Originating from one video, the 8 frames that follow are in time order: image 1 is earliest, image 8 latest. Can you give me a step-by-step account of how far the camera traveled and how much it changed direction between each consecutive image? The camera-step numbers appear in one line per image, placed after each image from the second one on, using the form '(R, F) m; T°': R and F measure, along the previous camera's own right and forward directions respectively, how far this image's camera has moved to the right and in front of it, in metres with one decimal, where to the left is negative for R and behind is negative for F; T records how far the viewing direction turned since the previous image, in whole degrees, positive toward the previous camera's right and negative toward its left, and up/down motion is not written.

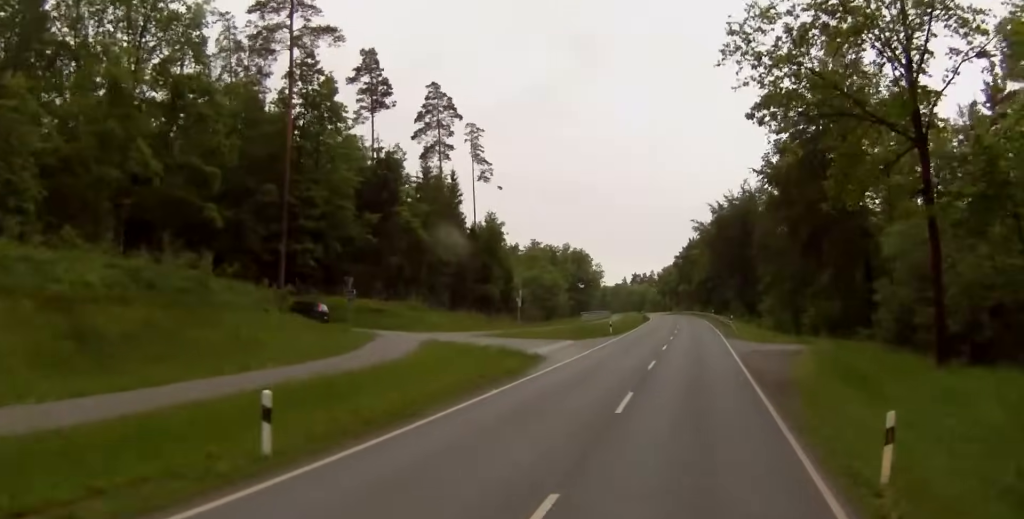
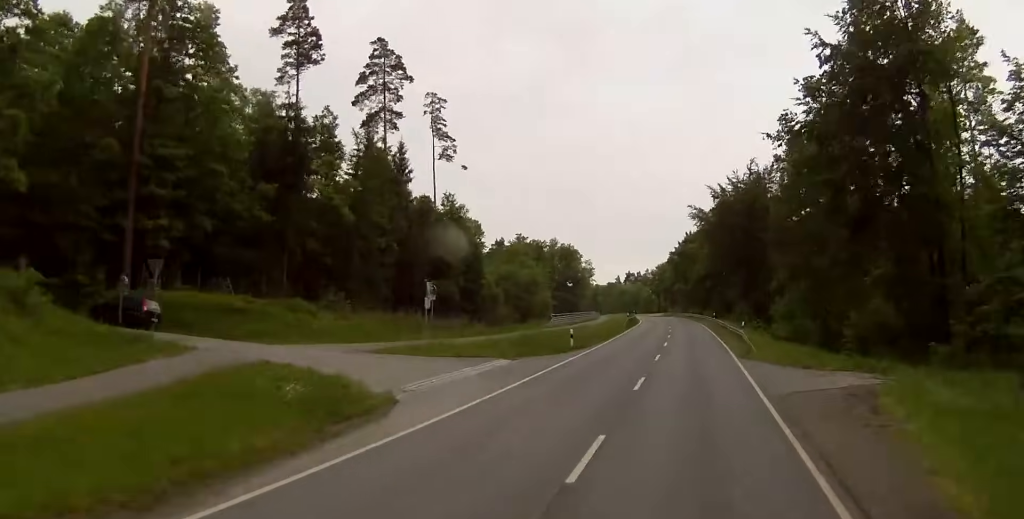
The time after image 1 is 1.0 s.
(-0.2, +22.4) m; 0°
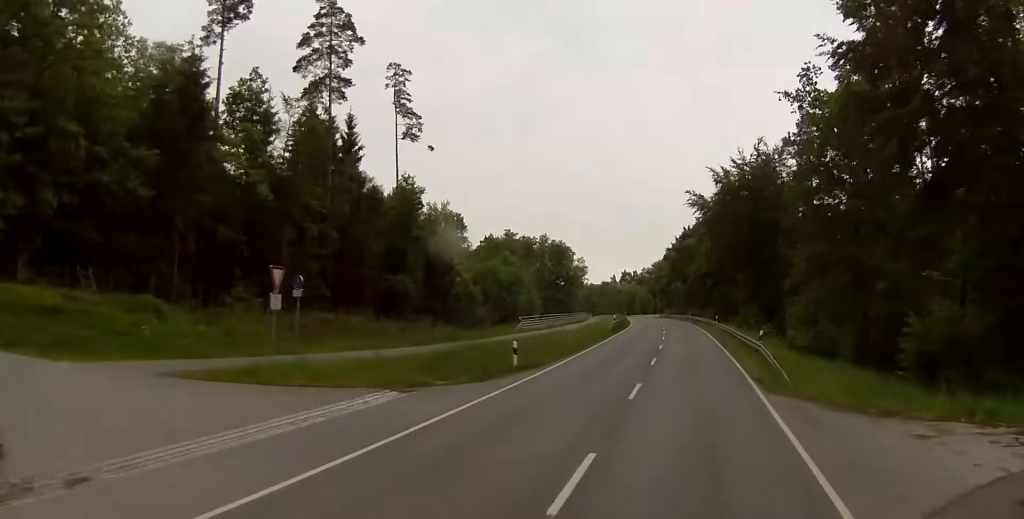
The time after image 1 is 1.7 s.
(+0.2, +17.7) m; +1°
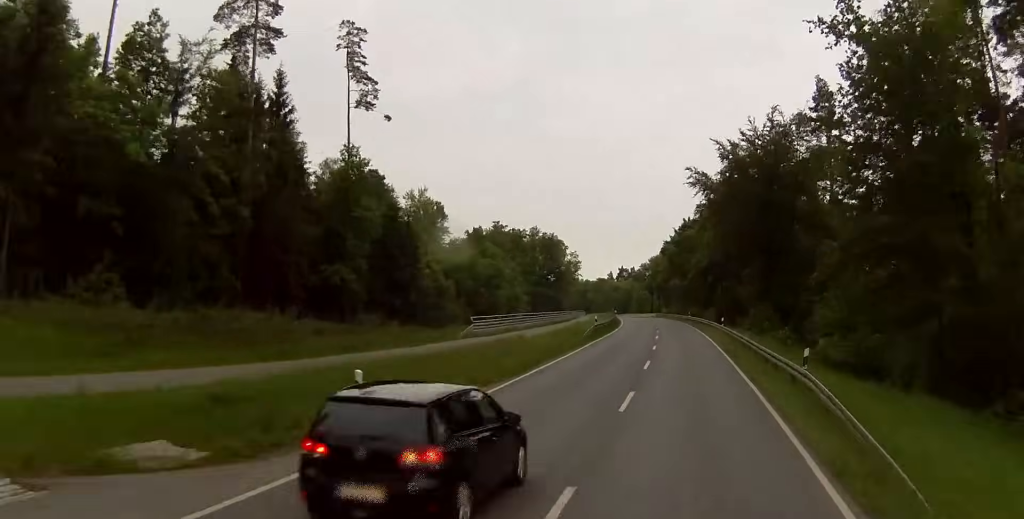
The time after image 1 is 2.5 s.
(0.0, +19.3) m; 0°
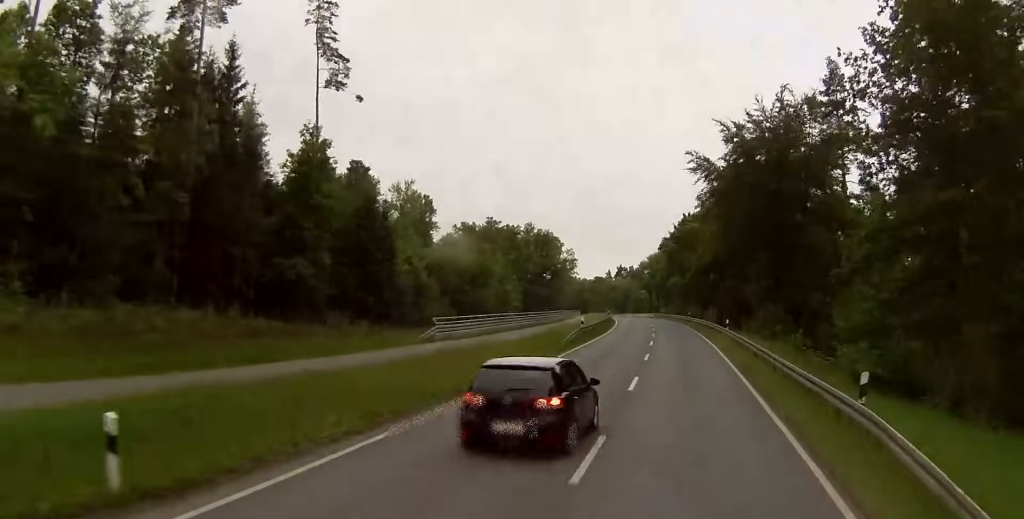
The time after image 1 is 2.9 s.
(0.0, +9.9) m; 0°
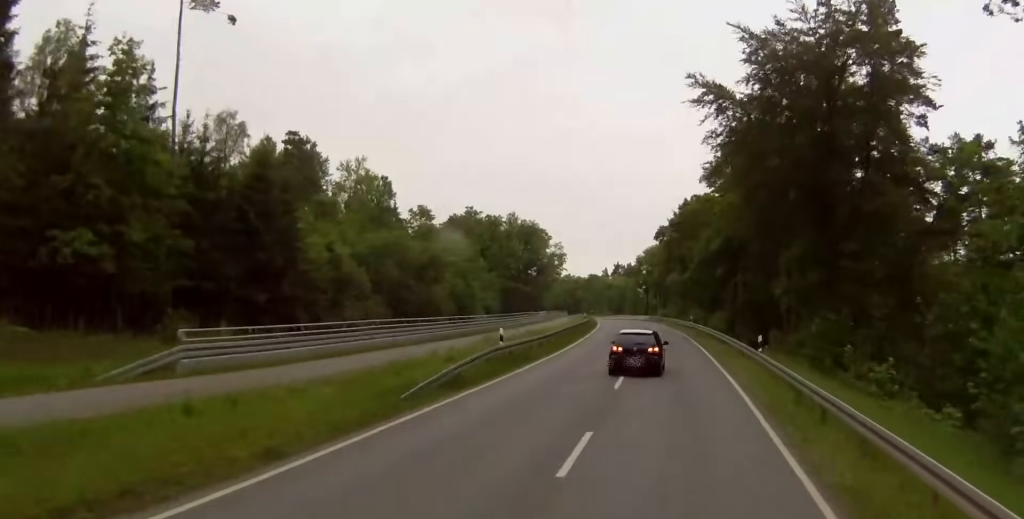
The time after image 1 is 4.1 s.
(-0.1, +26.5) m; 0°
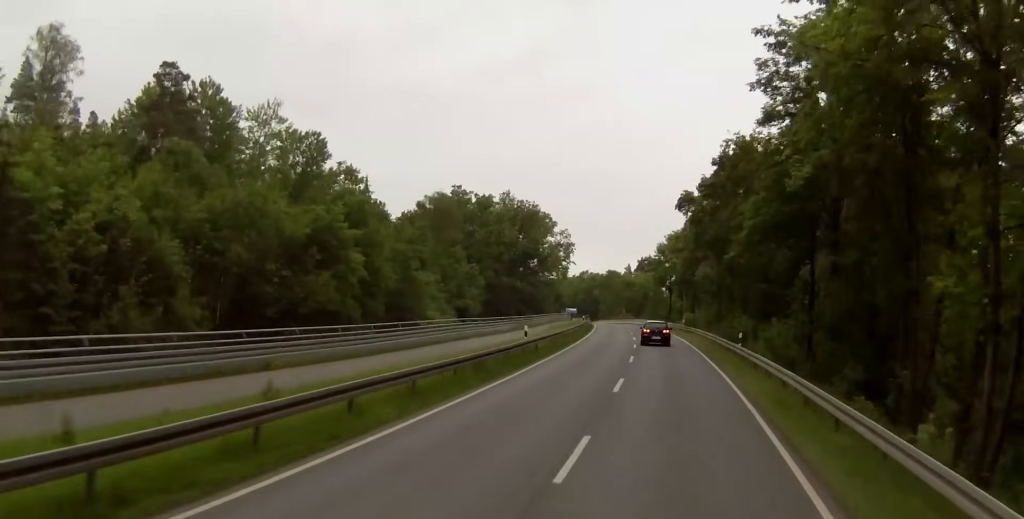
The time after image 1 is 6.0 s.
(0.0, +31.9) m; 0°
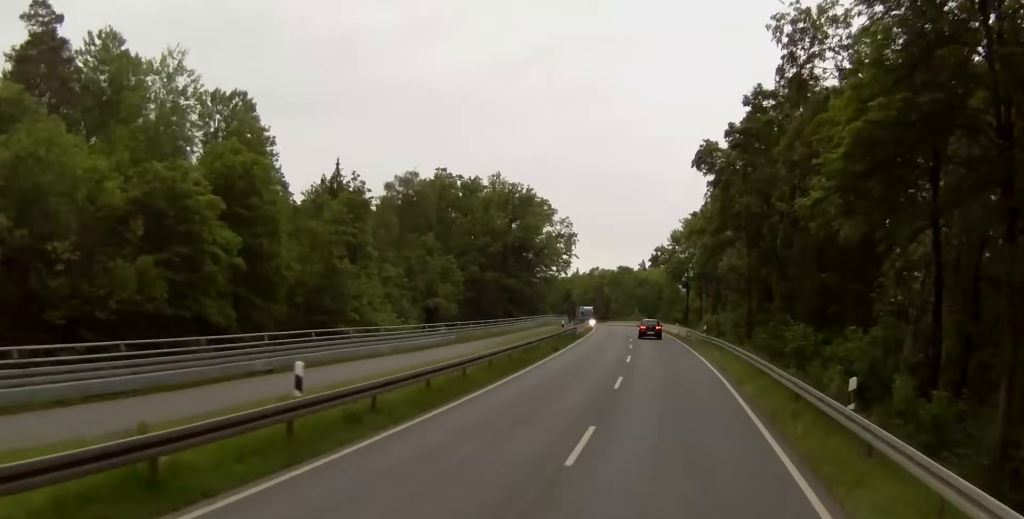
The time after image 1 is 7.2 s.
(-0.2, +17.7) m; -1°
